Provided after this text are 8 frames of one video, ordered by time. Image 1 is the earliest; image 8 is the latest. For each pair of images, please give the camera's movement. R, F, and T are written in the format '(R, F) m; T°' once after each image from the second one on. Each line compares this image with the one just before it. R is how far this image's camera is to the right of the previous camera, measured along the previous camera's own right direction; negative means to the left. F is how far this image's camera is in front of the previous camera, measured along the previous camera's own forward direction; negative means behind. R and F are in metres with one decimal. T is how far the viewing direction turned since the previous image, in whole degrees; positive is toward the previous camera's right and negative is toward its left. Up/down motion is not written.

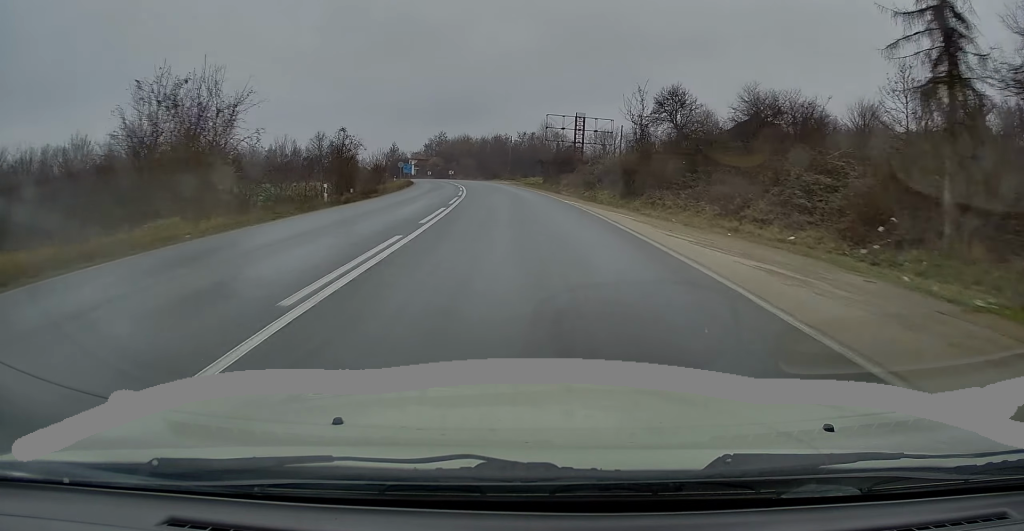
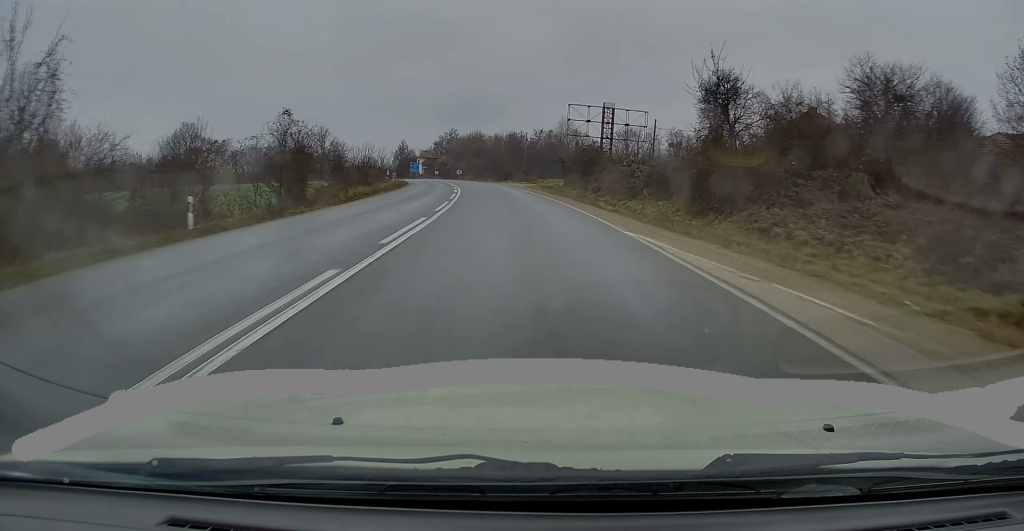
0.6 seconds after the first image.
(-0.1, +13.0) m; -1°
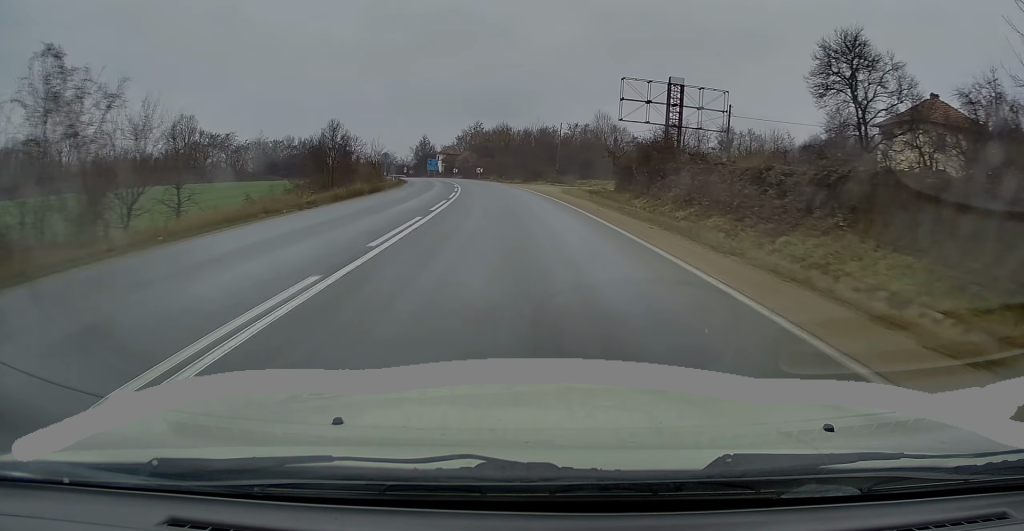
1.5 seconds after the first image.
(-0.4, +18.5) m; -3°
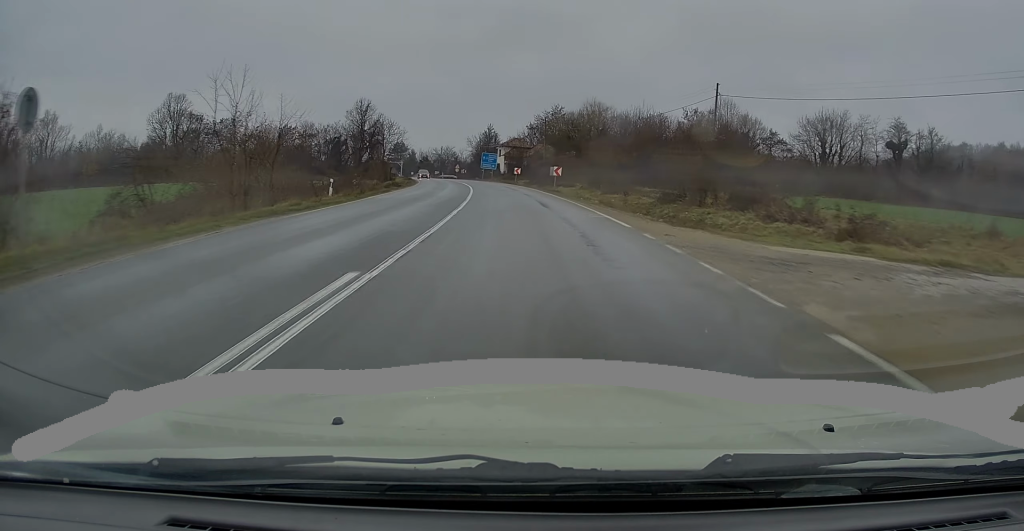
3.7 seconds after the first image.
(-3.2, +44.3) m; -8°
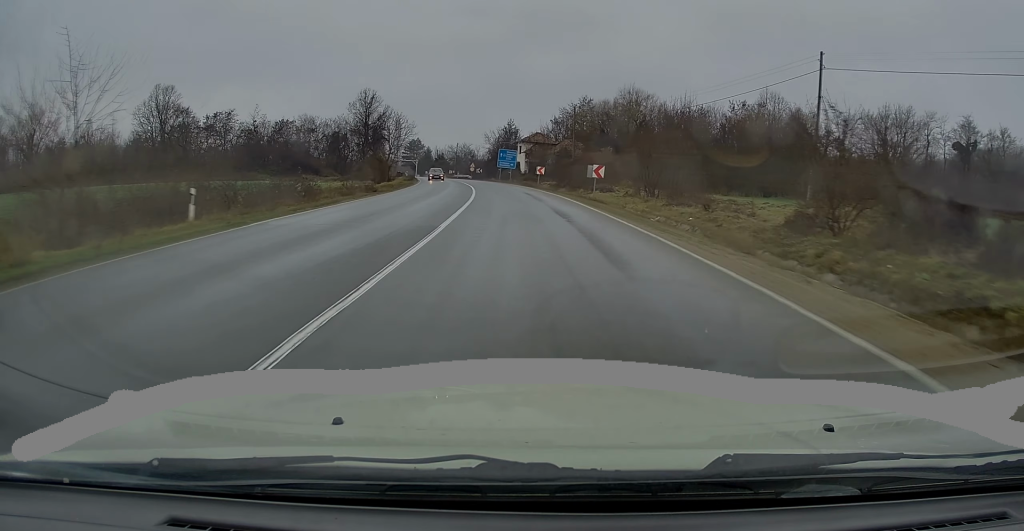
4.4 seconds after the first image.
(-0.1, +13.8) m; -2°
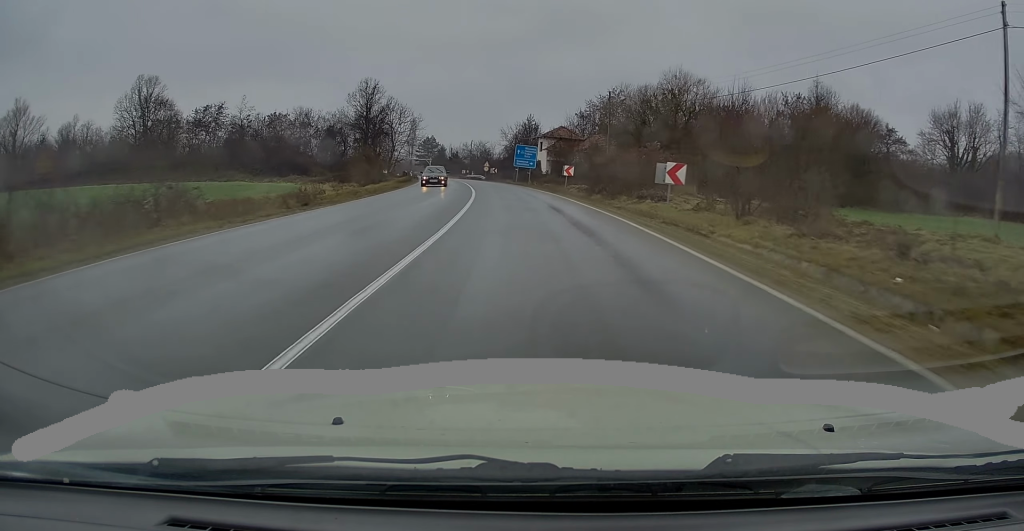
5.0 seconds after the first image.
(-0.3, +13.1) m; -2°
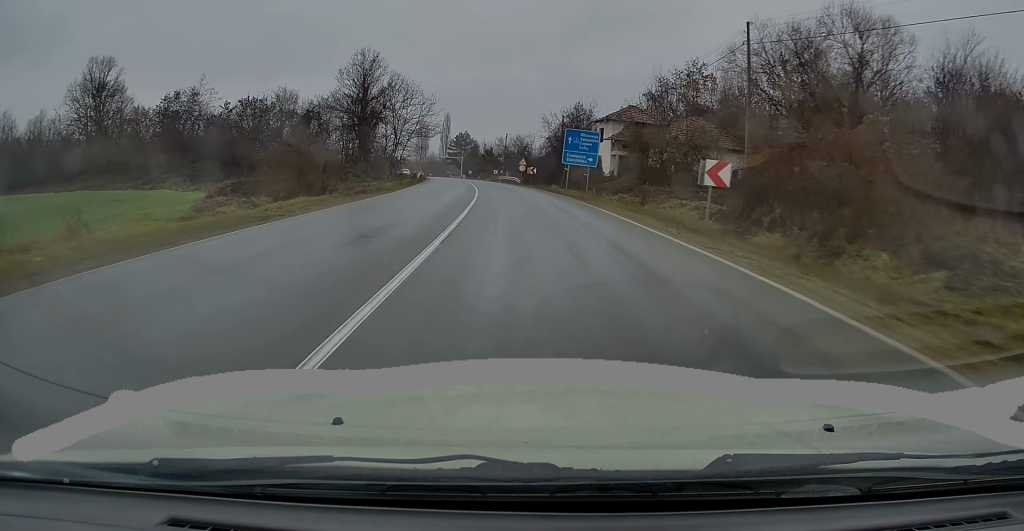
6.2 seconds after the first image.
(-1.0, +25.6) m; -5°
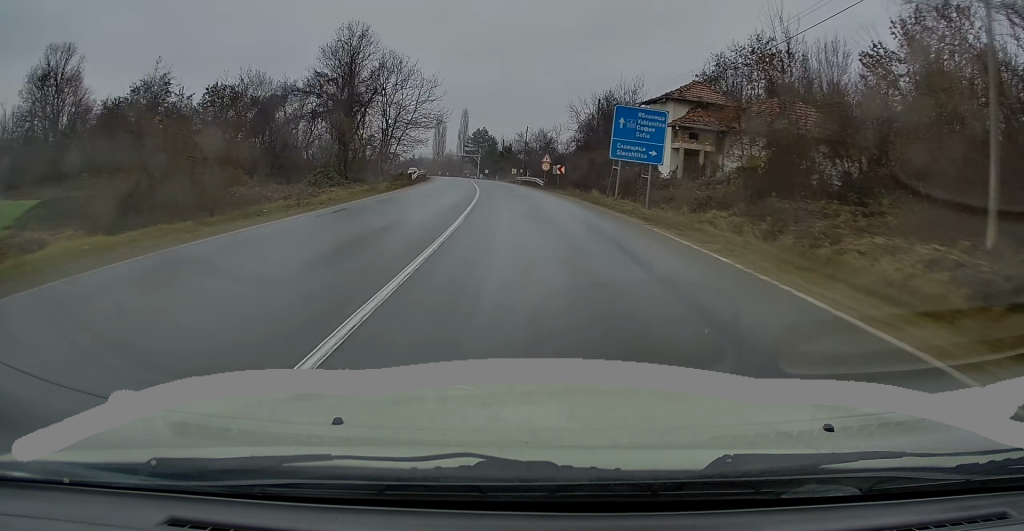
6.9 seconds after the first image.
(-0.3, +14.5) m; -1°
